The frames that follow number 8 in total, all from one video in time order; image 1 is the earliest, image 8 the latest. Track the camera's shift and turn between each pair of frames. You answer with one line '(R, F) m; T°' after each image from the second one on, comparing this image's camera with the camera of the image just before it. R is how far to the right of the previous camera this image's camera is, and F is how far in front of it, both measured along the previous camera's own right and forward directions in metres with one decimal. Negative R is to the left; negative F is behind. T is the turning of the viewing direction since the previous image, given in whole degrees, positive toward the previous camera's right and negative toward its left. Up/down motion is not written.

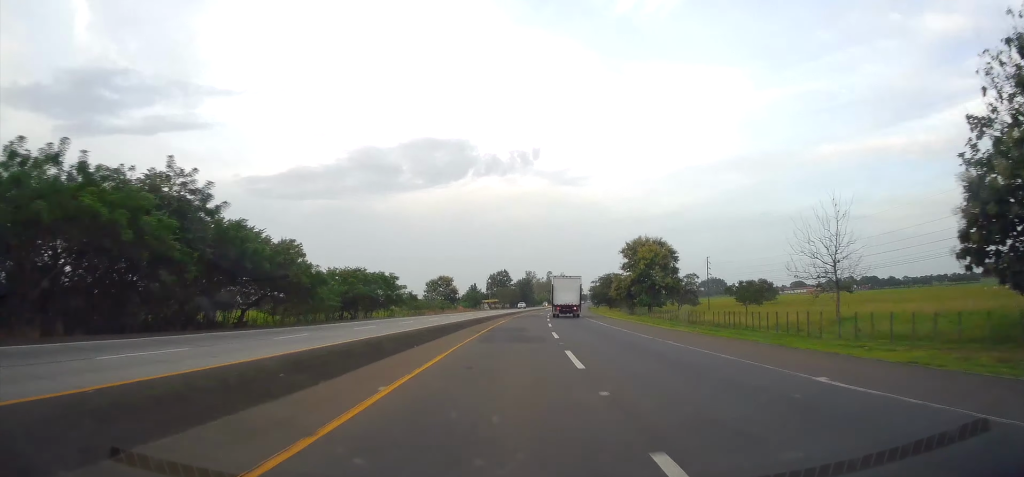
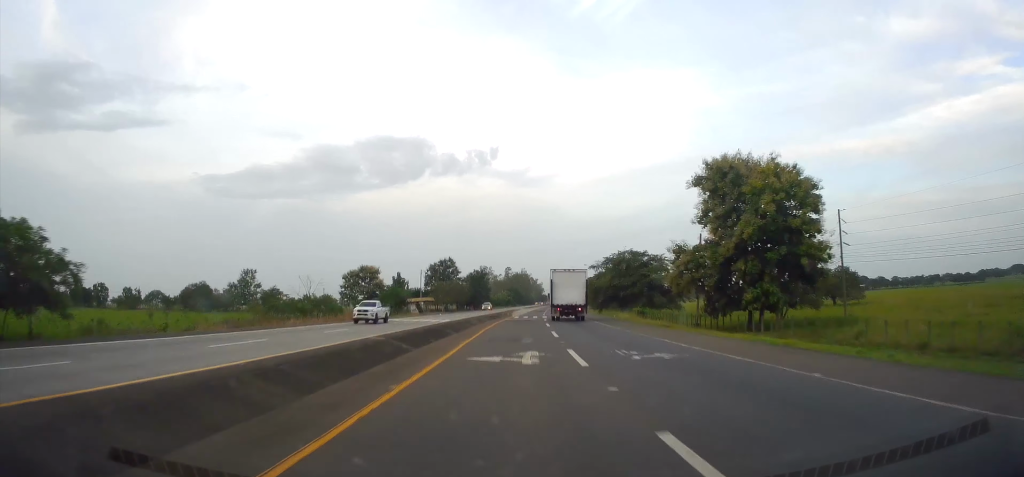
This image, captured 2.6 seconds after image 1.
(+2.0, +65.5) m; +3°
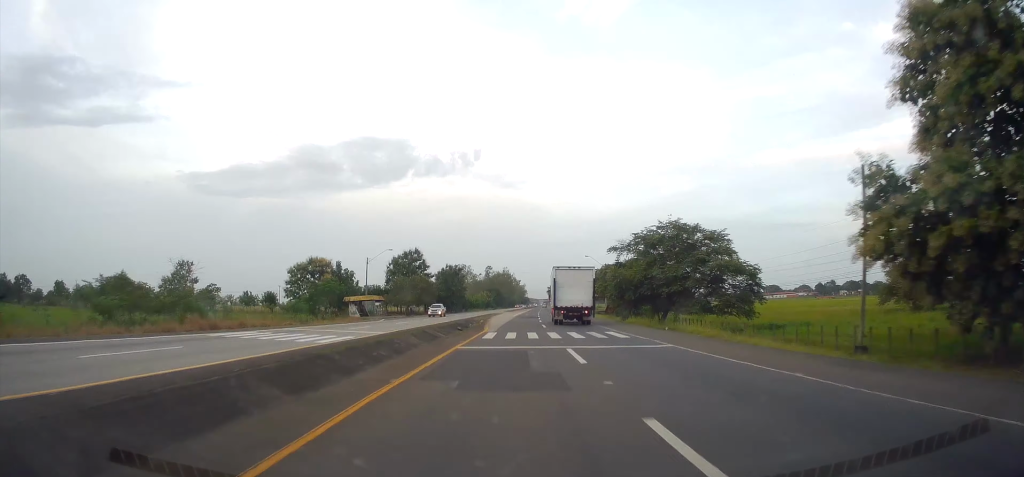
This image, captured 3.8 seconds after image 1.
(+0.2, +31.9) m; +1°
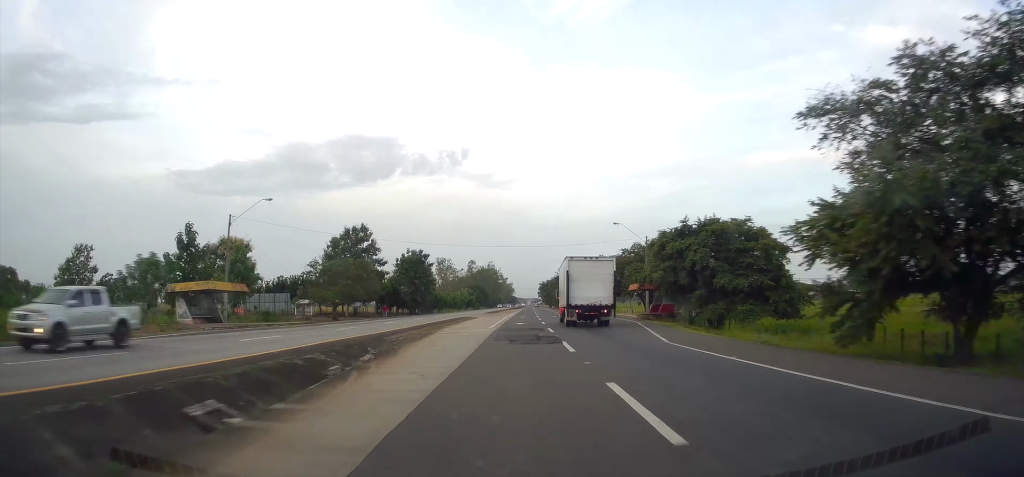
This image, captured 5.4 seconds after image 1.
(+0.6, +40.7) m; +2°
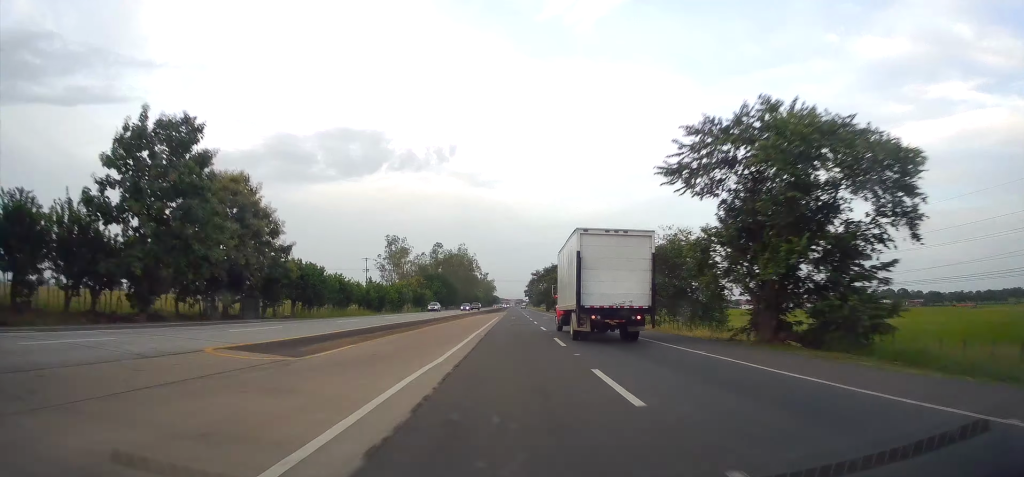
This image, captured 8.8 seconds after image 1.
(+2.0, +86.1) m; +1°
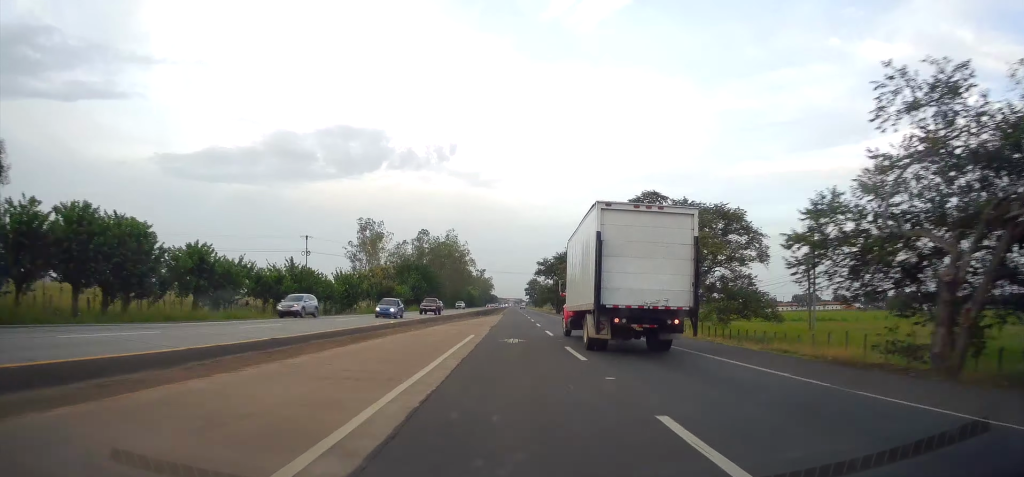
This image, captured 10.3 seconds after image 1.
(0.0, +38.9) m; 0°
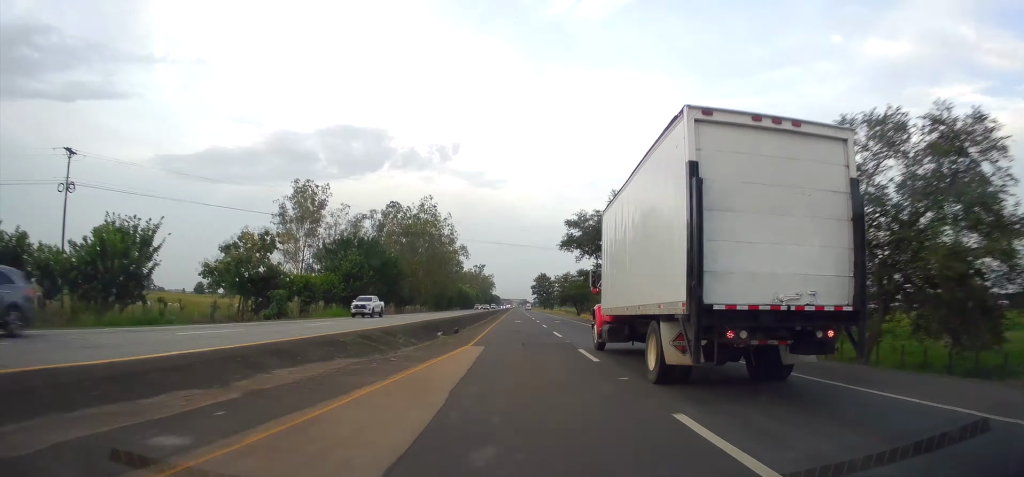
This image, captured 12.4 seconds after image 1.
(-0.2, +56.4) m; 0°
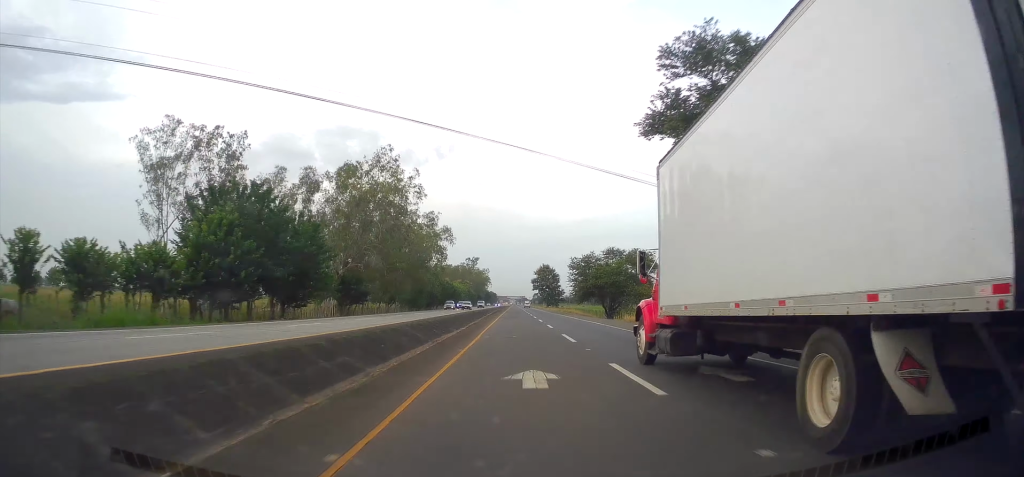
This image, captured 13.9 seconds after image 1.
(0.0, +39.2) m; 0°
